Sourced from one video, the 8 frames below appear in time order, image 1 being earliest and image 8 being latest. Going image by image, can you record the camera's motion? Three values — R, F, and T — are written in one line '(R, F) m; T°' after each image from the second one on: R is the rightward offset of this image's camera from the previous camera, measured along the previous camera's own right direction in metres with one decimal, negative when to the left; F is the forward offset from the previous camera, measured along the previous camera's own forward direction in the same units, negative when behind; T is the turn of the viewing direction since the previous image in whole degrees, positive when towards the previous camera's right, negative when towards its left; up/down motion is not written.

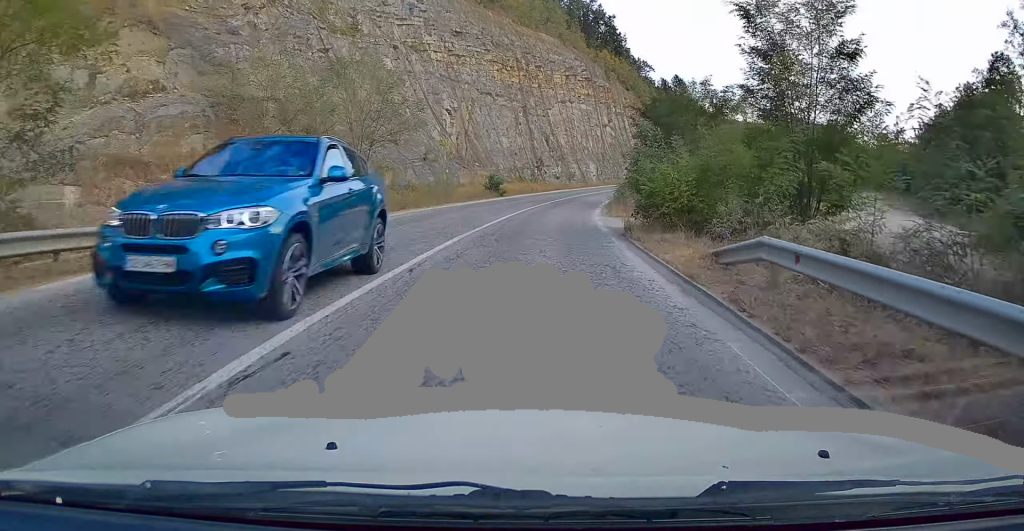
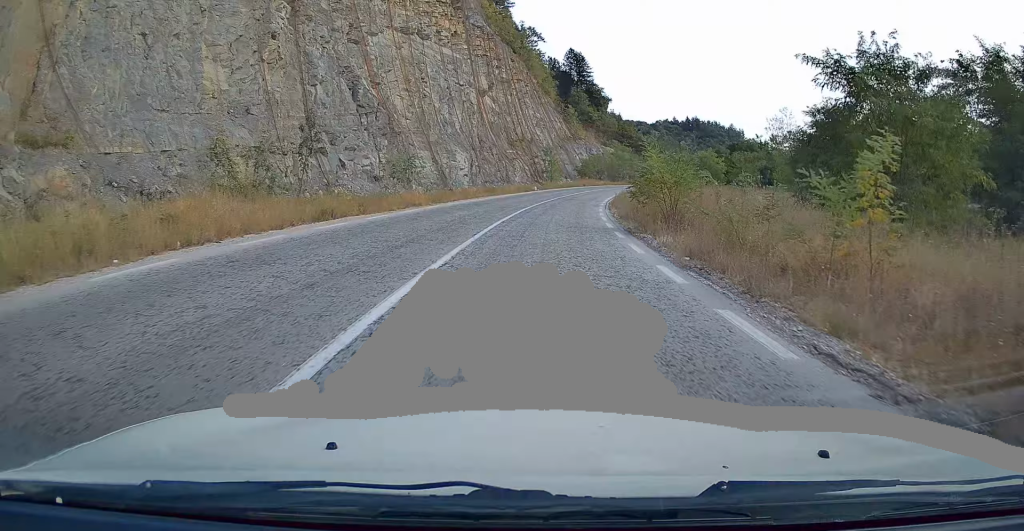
(+5.8, +58.9) m; +11°
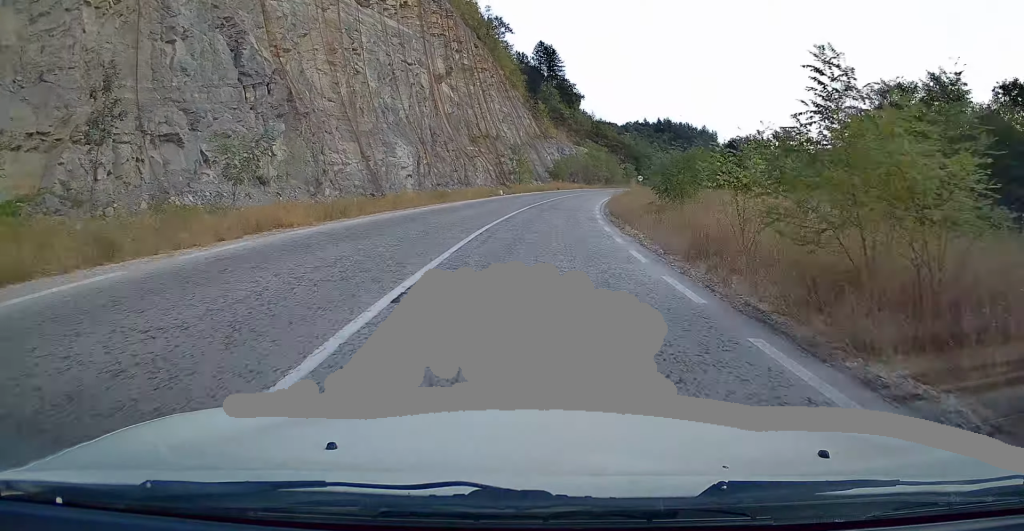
(+0.2, +13.7) m; +3°
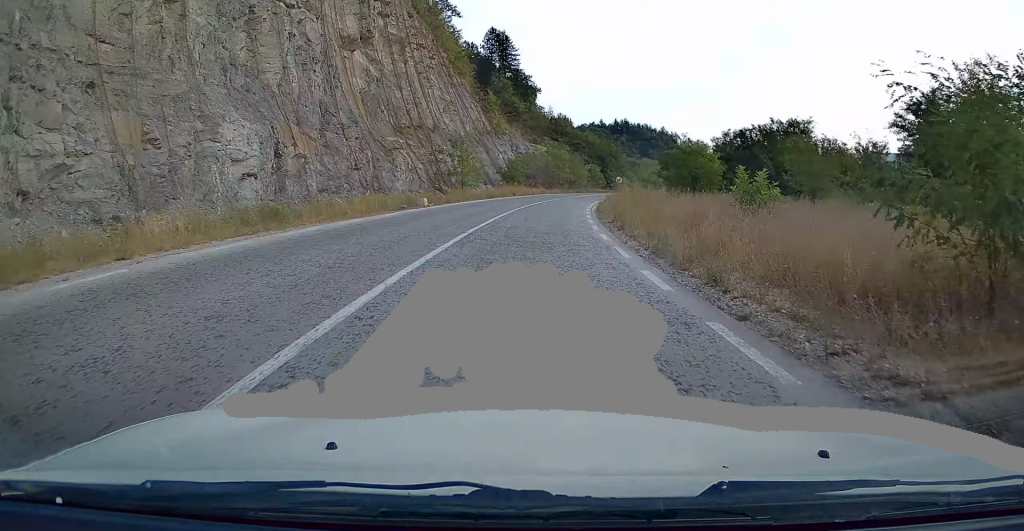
(+0.6, +20.0) m; +4°
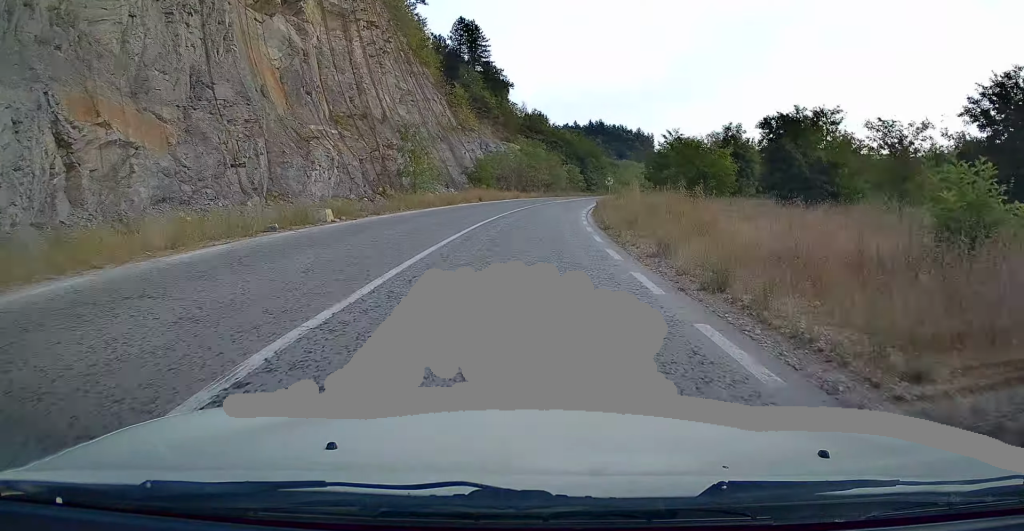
(+0.5, +12.6) m; +3°
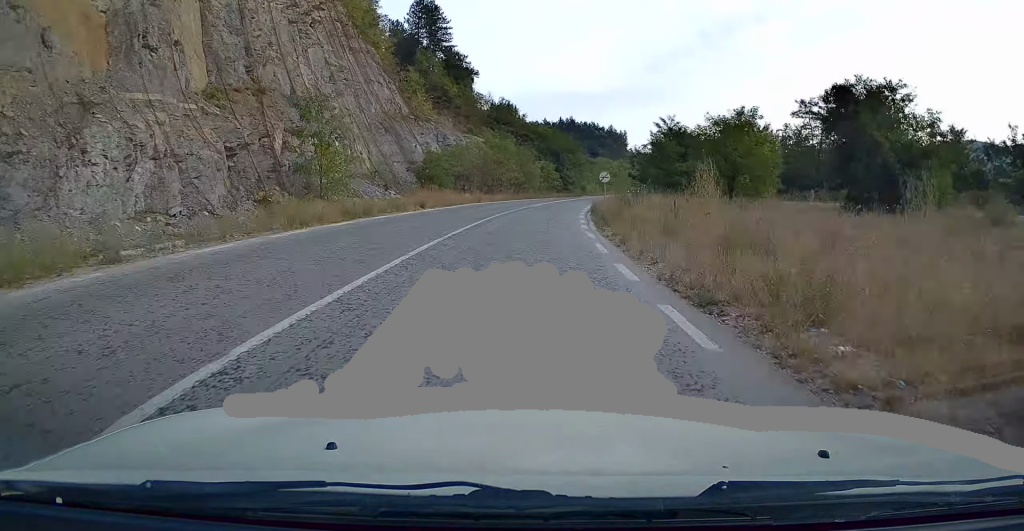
(+0.4, +15.6) m; +3°
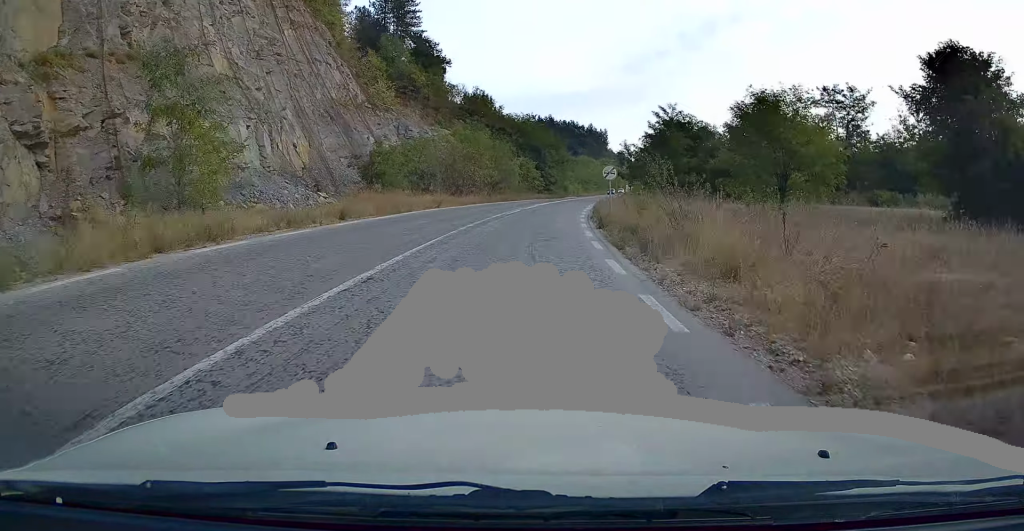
(+0.4, +11.5) m; +2°
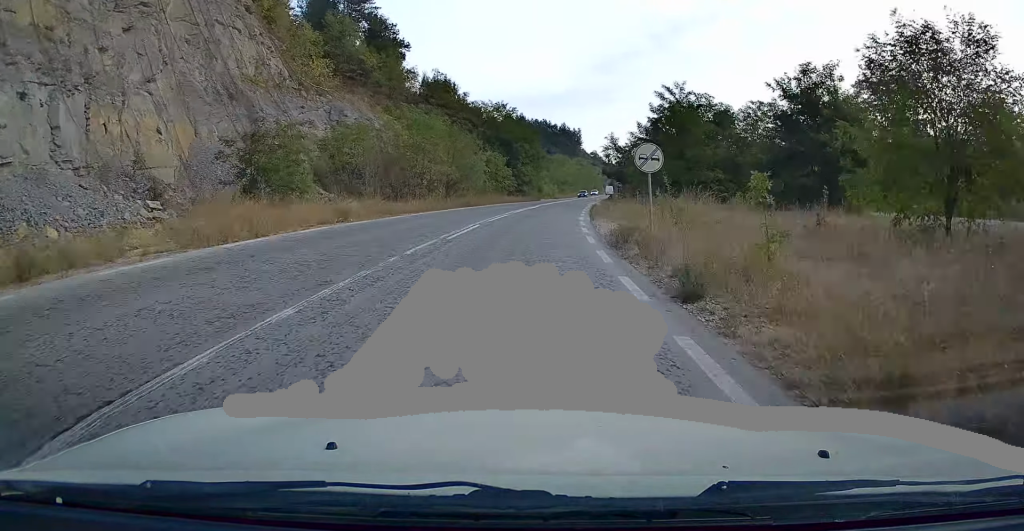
(+0.3, +14.5) m; +2°
